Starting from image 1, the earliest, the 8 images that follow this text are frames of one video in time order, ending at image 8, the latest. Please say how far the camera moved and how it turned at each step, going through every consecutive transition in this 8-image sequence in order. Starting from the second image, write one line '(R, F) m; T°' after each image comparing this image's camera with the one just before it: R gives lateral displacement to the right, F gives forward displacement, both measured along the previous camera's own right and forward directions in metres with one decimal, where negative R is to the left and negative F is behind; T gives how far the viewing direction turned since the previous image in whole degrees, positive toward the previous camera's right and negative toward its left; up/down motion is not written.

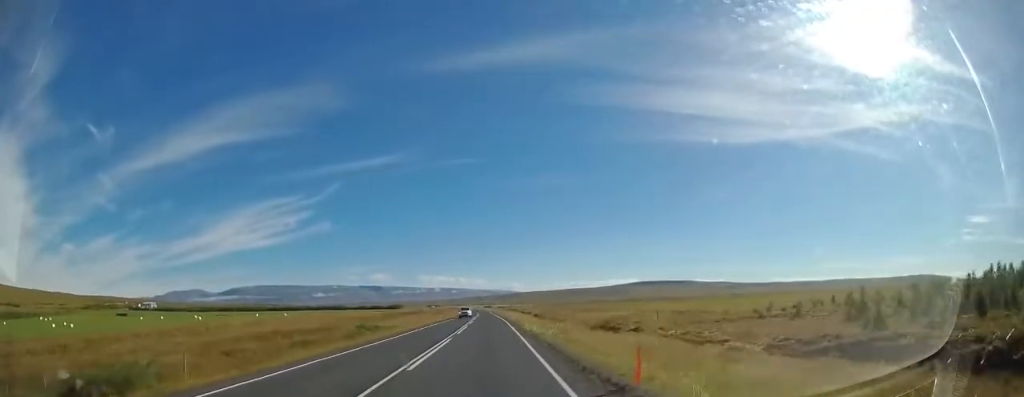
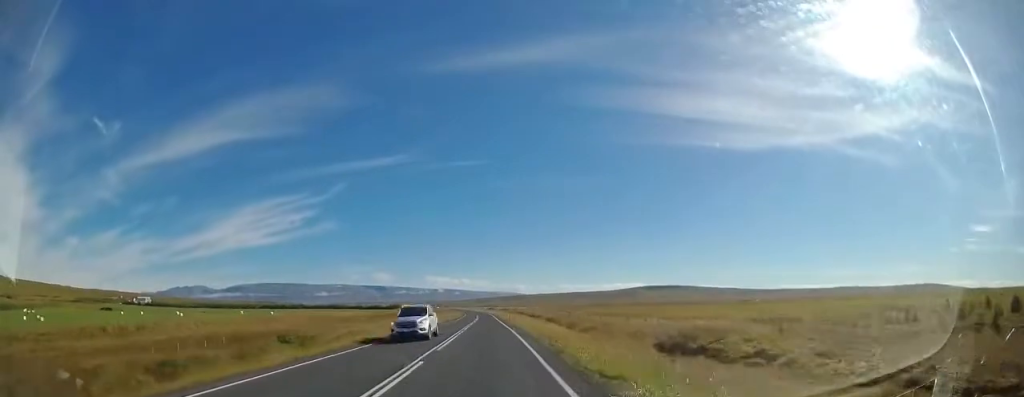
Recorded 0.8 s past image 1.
(+0.2, +19.3) m; 0°
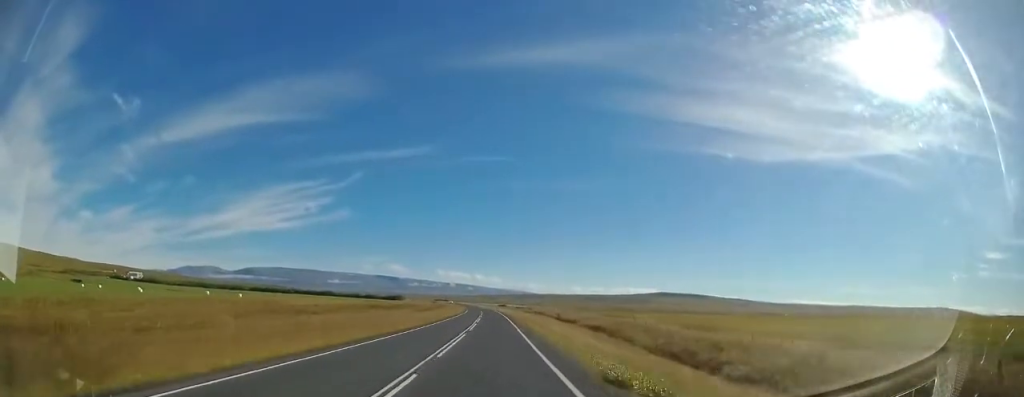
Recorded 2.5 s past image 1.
(-1.3, +38.6) m; -3°
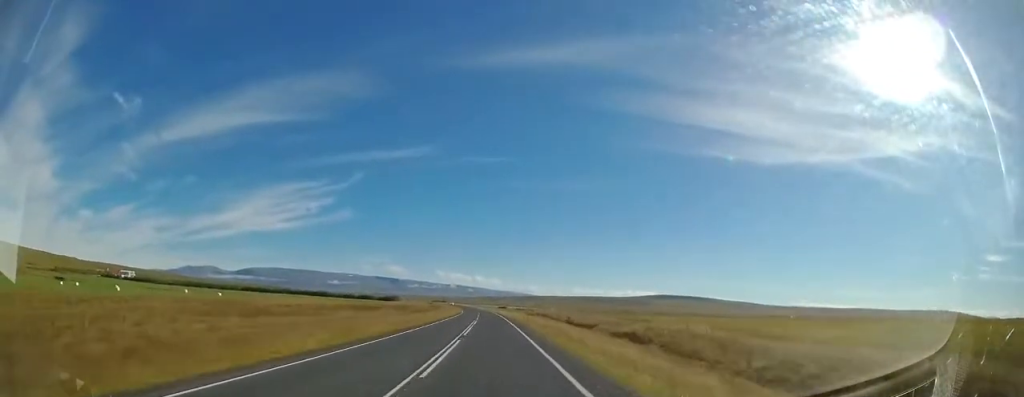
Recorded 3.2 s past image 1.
(0.0, +15.5) m; 0°
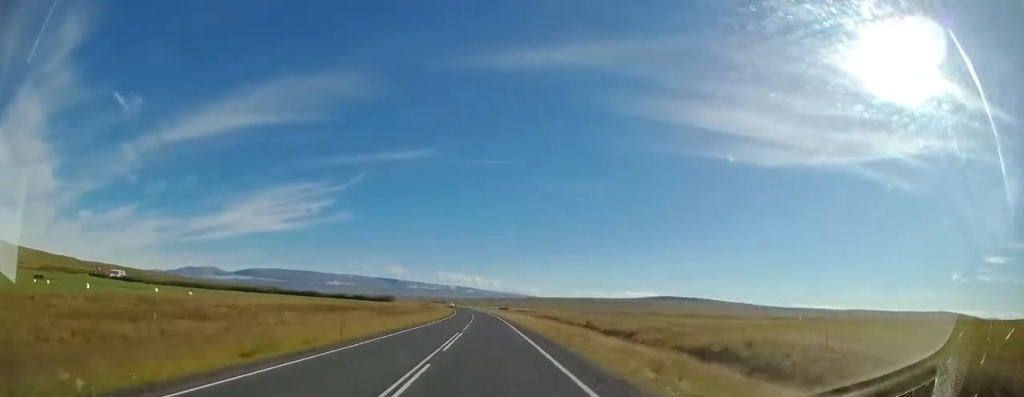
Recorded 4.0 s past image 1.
(0.0, +19.4) m; +1°
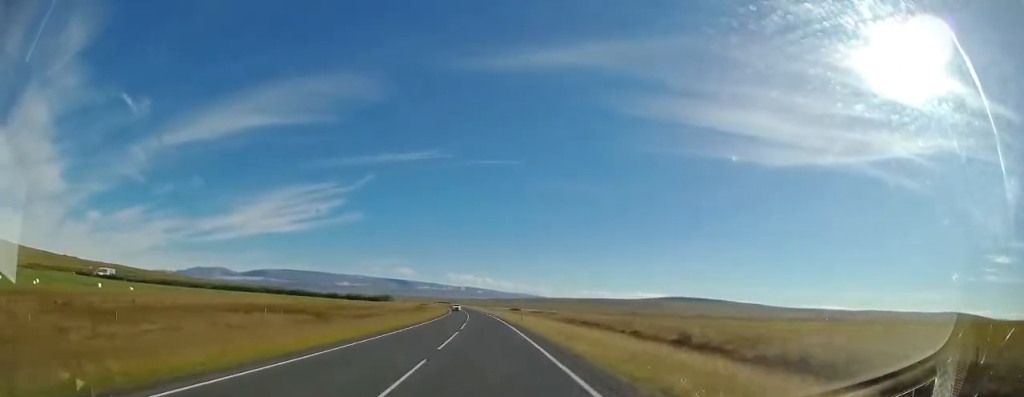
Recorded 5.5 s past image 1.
(+0.2, +35.7) m; -2°
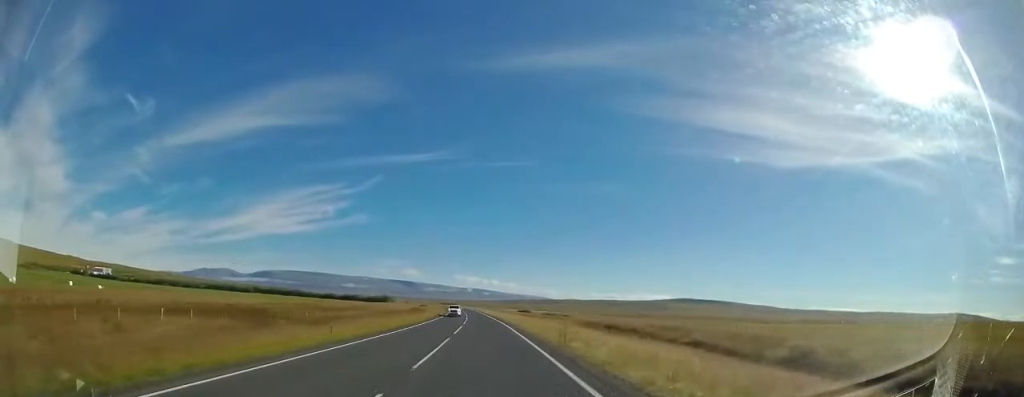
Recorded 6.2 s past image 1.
(-0.5, +16.3) m; -2°
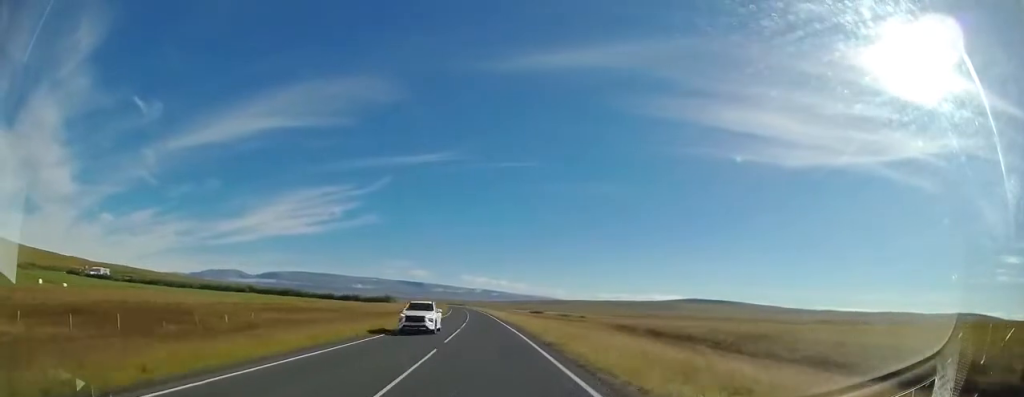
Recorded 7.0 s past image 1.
(-0.1, +17.1) m; 0°
